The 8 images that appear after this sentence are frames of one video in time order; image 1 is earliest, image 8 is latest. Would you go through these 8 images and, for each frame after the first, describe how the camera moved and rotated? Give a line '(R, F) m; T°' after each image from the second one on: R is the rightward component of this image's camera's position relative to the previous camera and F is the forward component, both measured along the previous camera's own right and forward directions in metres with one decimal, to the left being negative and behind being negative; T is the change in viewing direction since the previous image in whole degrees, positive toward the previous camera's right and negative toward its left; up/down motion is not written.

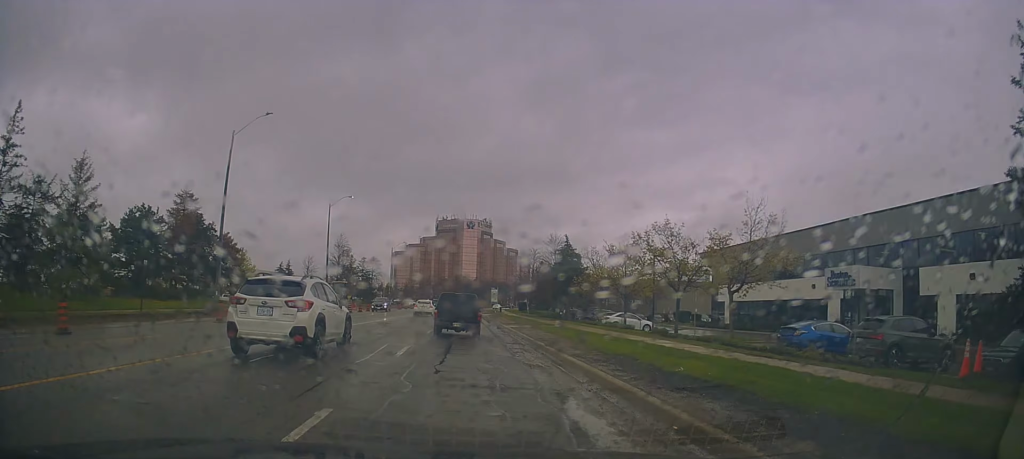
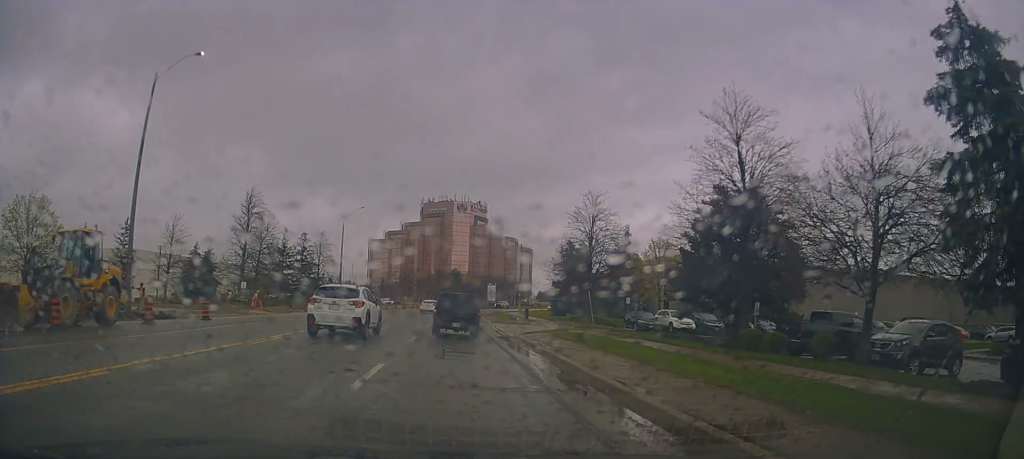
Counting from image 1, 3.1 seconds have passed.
(+0.1, +44.6) m; -1°
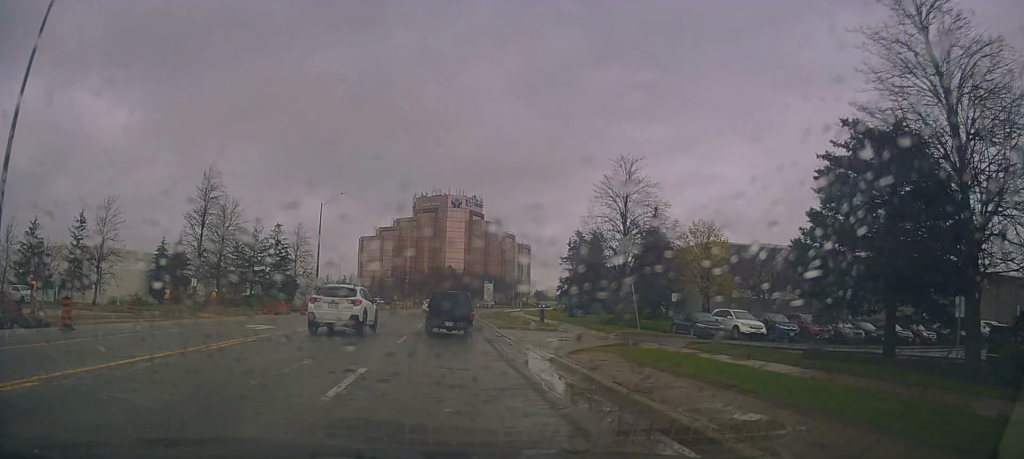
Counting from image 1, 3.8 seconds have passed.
(-0.3, +10.6) m; -1°
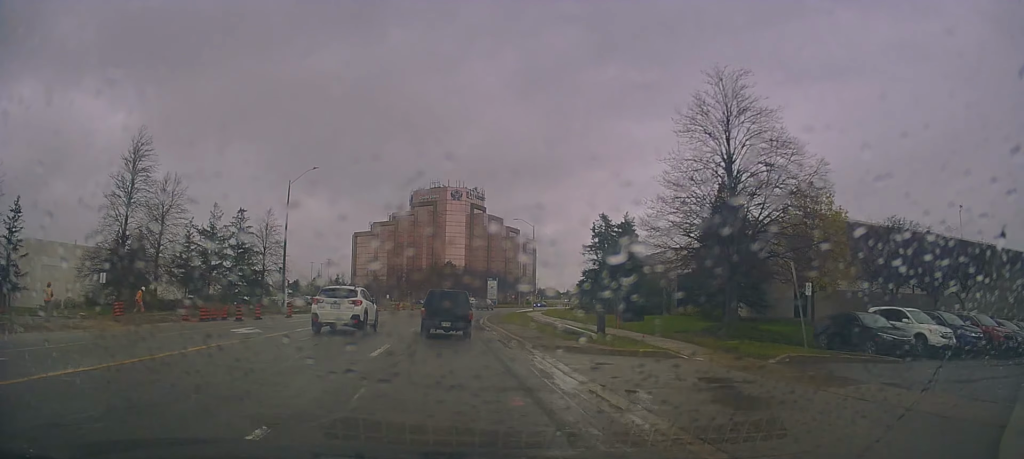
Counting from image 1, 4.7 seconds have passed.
(+0.3, +14.1) m; +2°
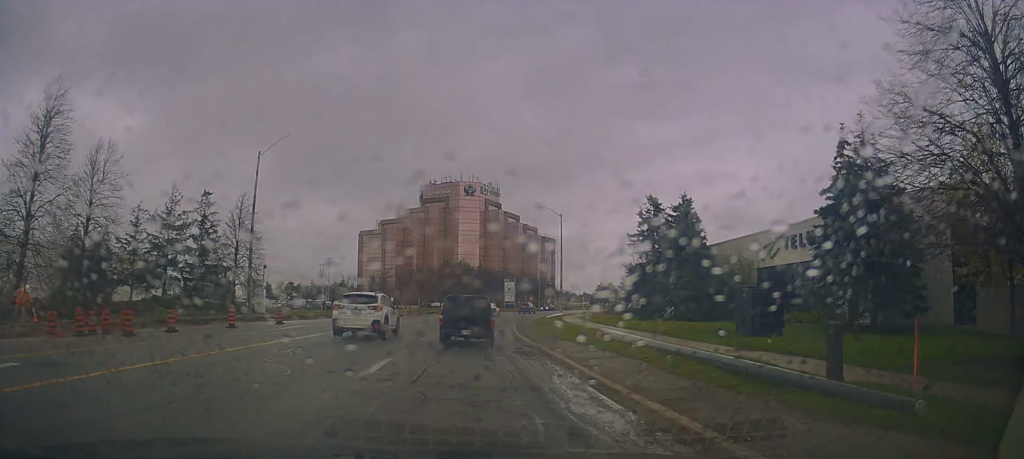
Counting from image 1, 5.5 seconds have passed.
(+0.2, +12.7) m; 0°
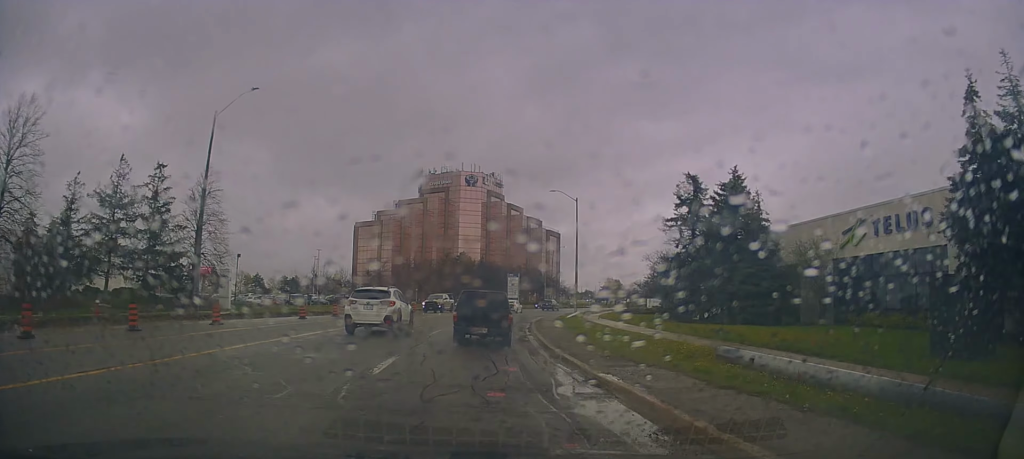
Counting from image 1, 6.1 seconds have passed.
(0.0, +9.6) m; 0°
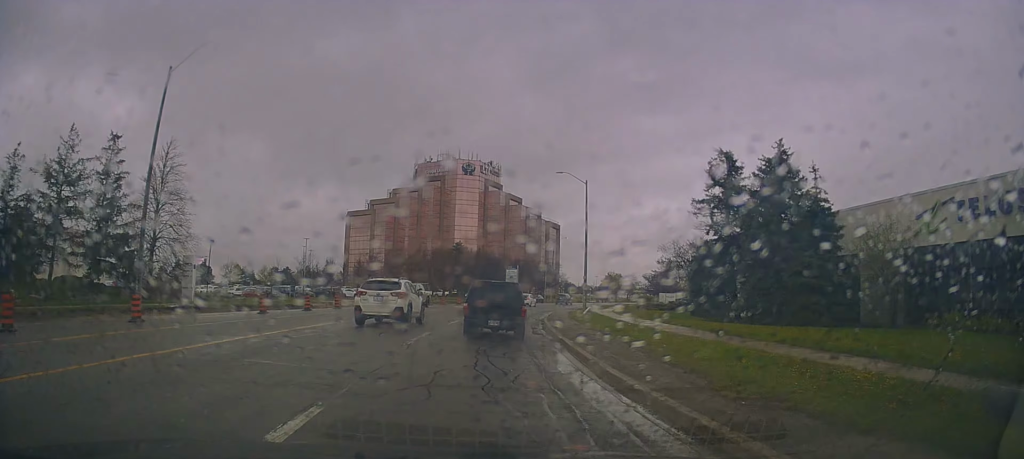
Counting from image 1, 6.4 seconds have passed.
(-0.1, +6.6) m; 0°
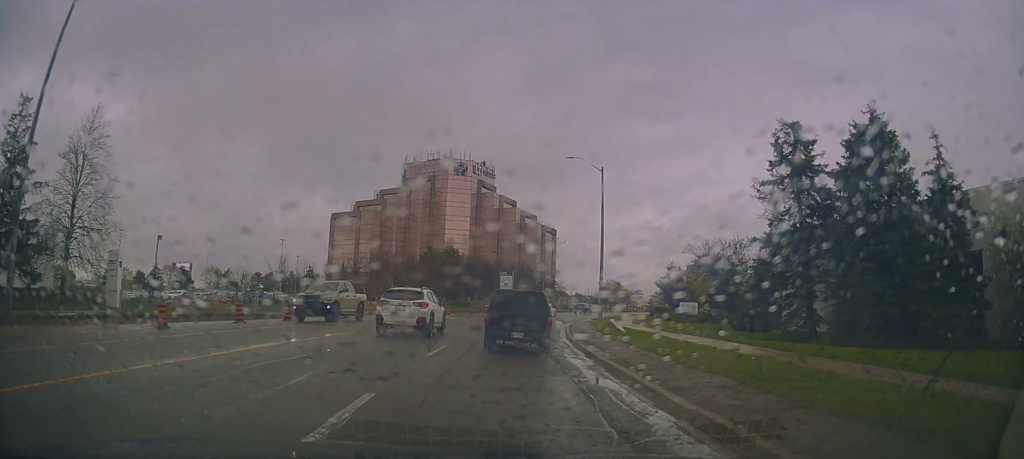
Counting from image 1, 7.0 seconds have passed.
(0.0, +9.7) m; 0°
